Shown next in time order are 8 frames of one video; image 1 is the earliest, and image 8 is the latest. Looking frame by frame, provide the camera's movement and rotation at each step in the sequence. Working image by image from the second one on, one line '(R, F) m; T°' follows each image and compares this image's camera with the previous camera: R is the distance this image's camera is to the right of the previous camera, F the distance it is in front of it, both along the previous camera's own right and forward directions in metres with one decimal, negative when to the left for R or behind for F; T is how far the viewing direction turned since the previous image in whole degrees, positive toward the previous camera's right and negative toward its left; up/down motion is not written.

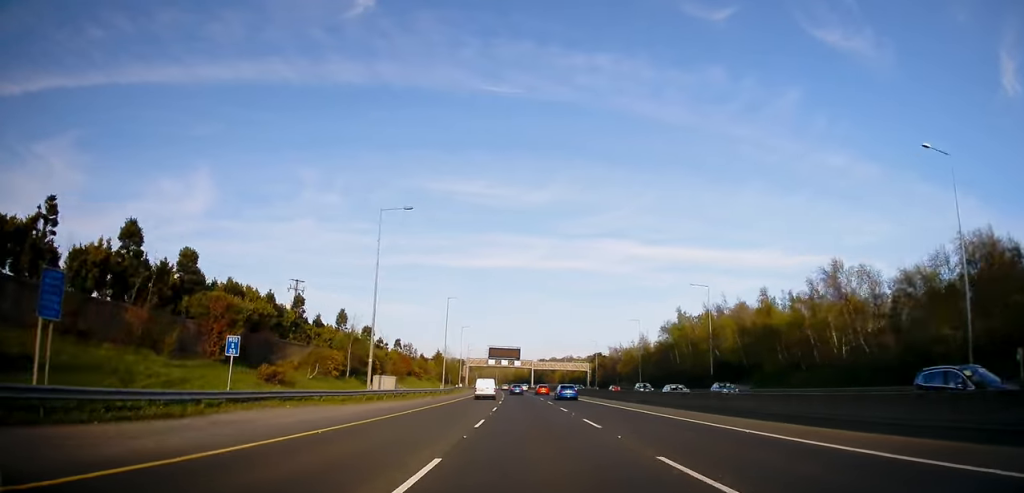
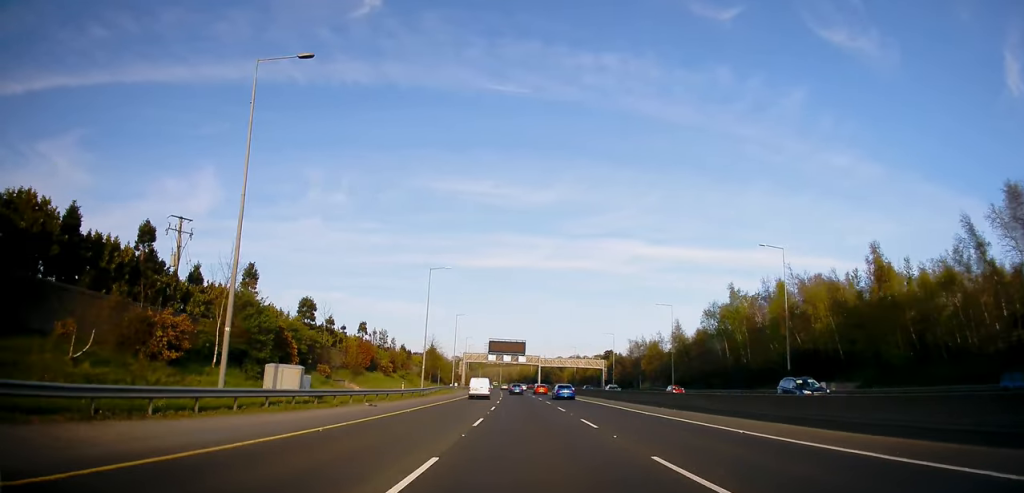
(+0.1, +23.0) m; -1°
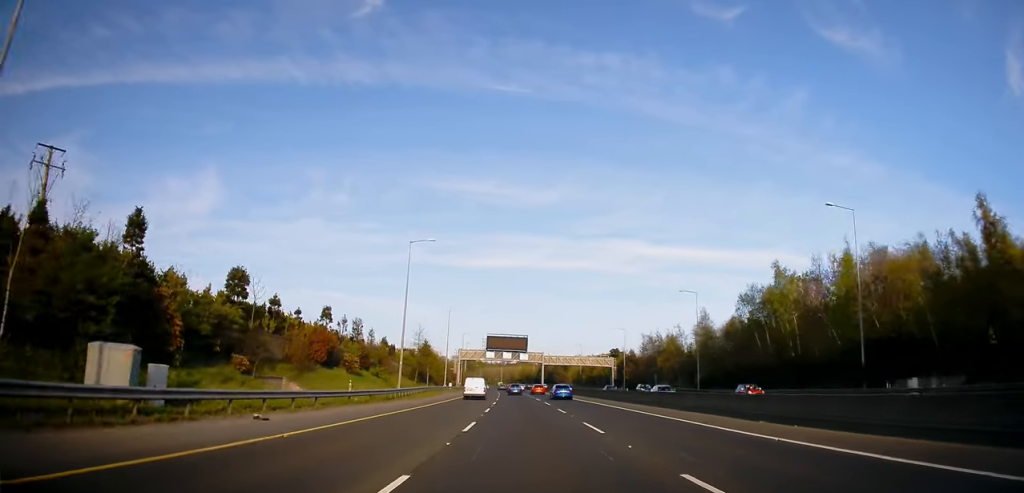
(-0.4, +14.1) m; 0°
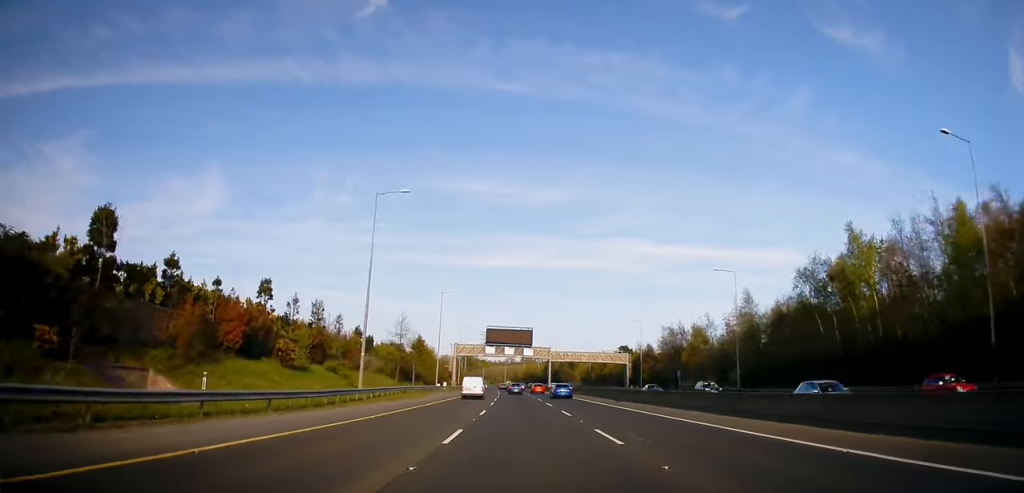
(-0.2, +15.3) m; 0°
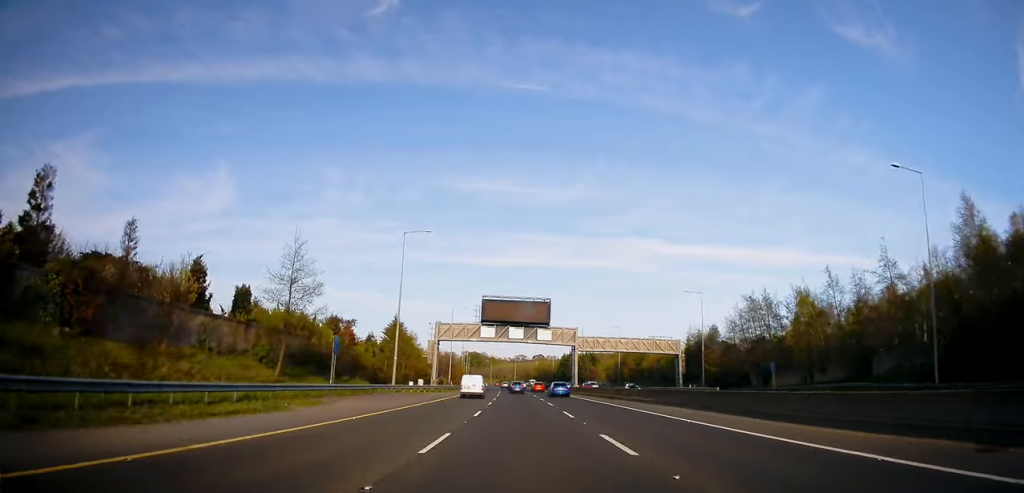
(+0.1, +35.5) m; -1°
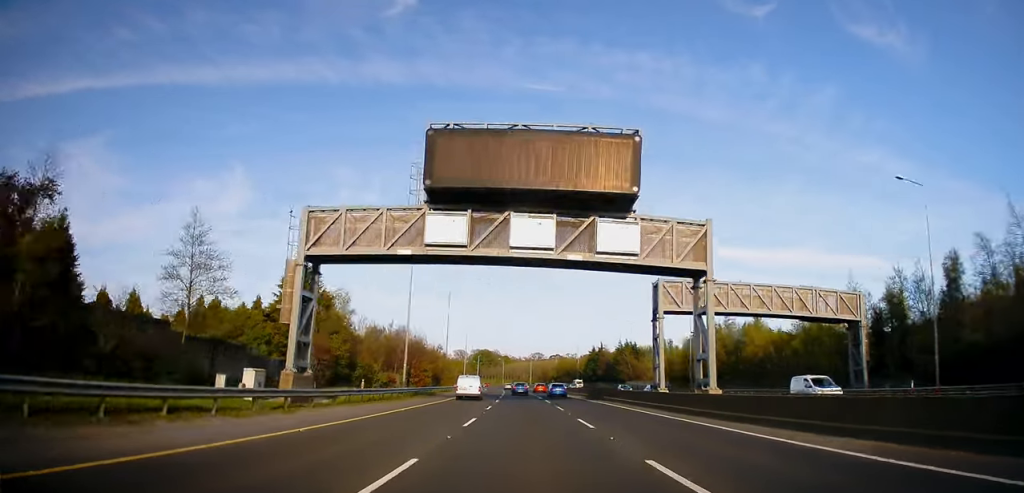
(-0.5, +50.3) m; -1°
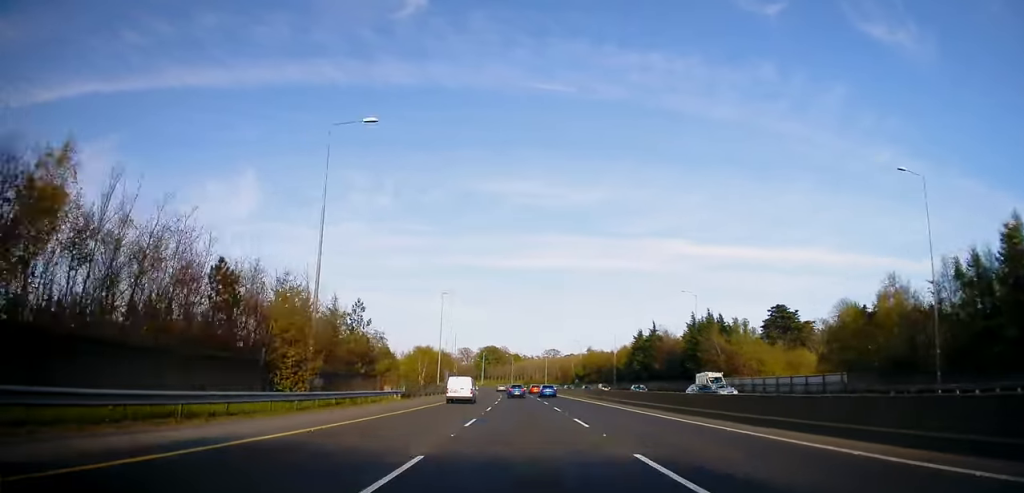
(-0.9, +58.1) m; -2°
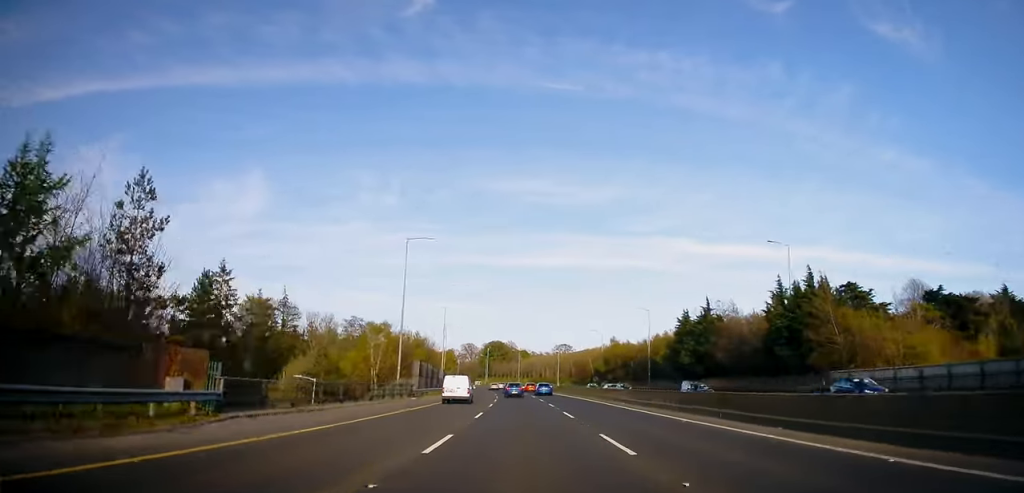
(-0.4, +30.3) m; -1°
